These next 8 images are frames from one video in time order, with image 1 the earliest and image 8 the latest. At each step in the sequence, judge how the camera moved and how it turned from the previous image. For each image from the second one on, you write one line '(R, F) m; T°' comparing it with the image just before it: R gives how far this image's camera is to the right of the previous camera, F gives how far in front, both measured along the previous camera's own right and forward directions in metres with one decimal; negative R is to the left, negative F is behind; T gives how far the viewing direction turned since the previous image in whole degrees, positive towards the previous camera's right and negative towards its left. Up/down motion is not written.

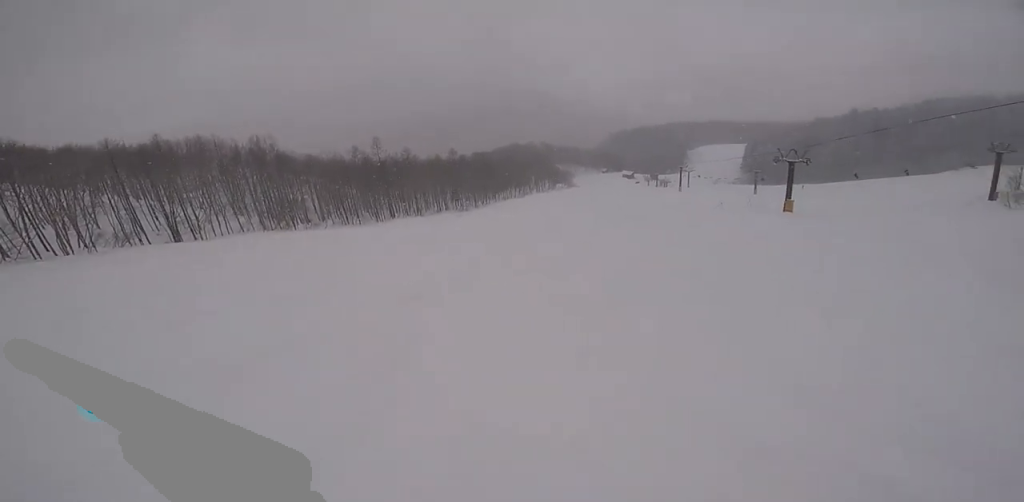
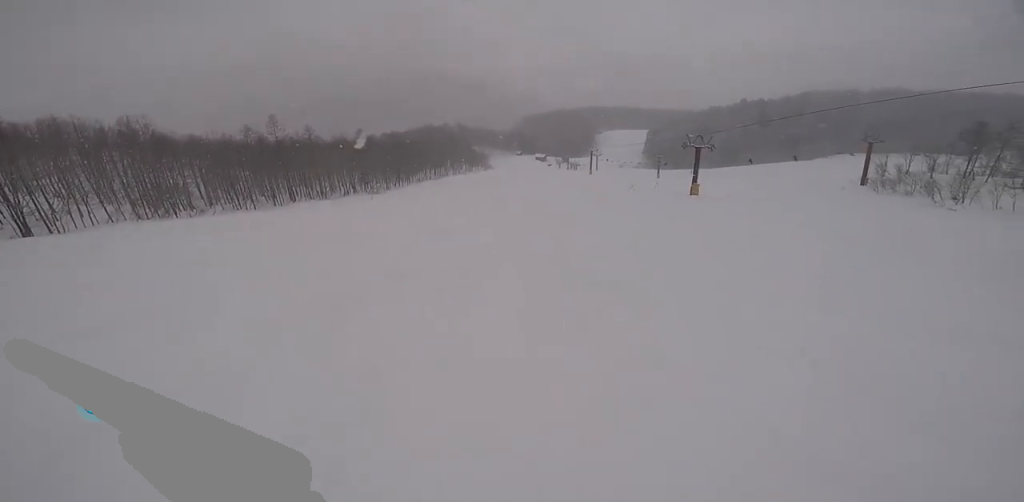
(+0.3, +1.2) m; +15°
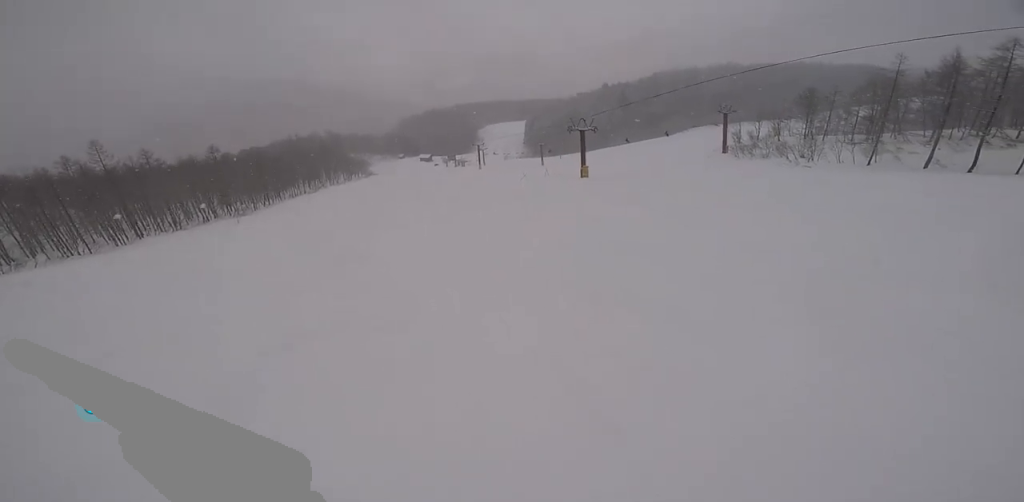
(+1.3, +2.1) m; +26°
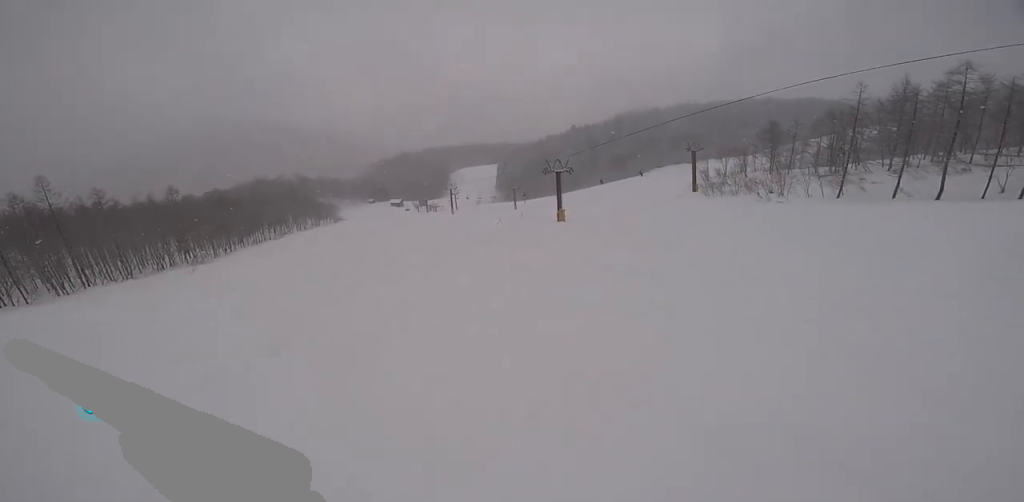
(+0.3, +2.2) m; +11°
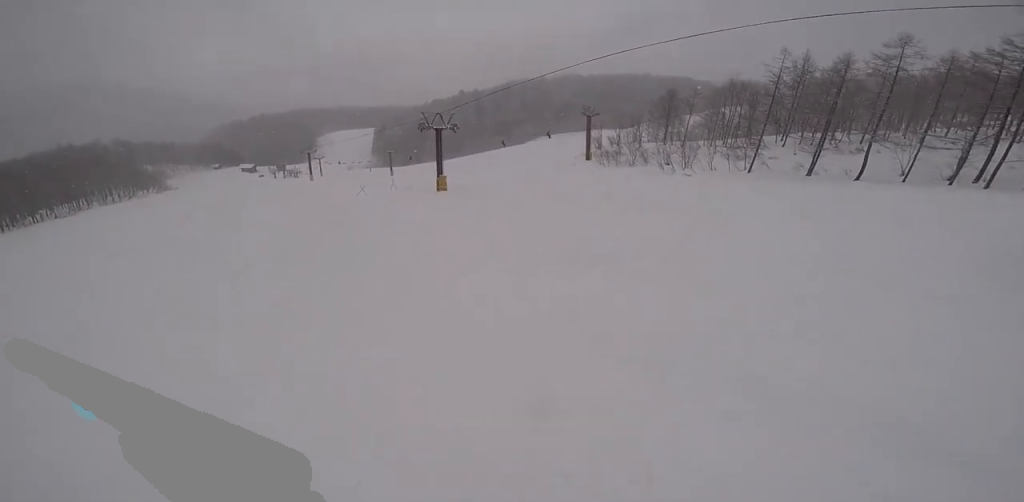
(+2.1, +9.6) m; +13°
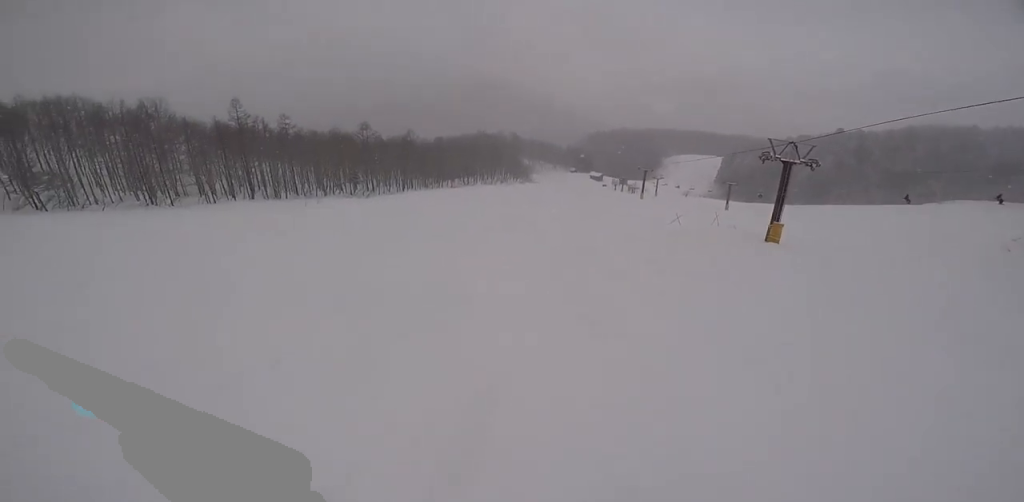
(-1.8, +6.2) m; -51°
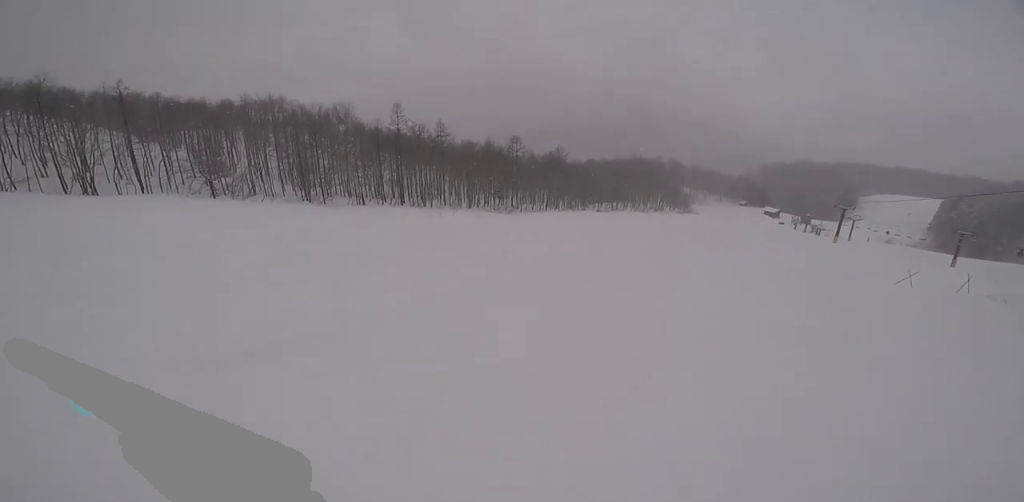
(-2.1, +6.7) m; -23°
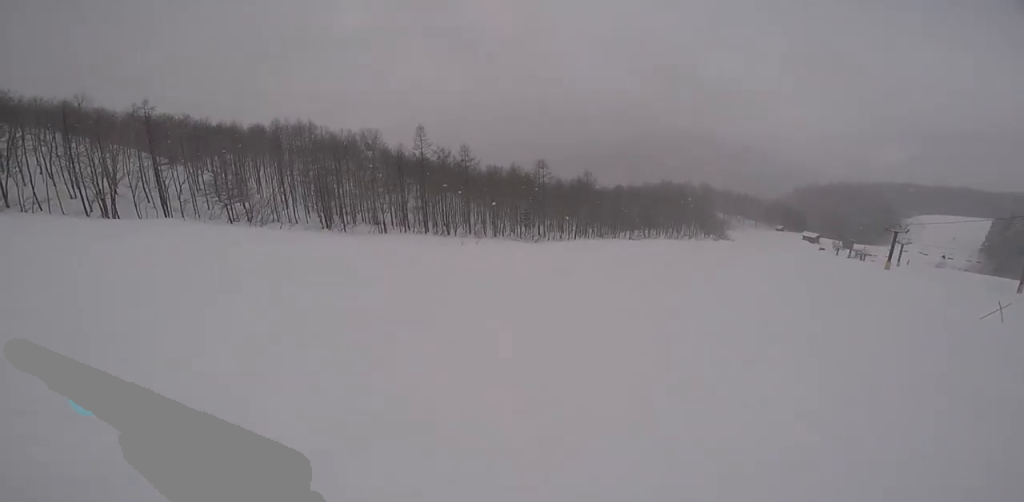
(+0.3, +3.0) m; -8°
